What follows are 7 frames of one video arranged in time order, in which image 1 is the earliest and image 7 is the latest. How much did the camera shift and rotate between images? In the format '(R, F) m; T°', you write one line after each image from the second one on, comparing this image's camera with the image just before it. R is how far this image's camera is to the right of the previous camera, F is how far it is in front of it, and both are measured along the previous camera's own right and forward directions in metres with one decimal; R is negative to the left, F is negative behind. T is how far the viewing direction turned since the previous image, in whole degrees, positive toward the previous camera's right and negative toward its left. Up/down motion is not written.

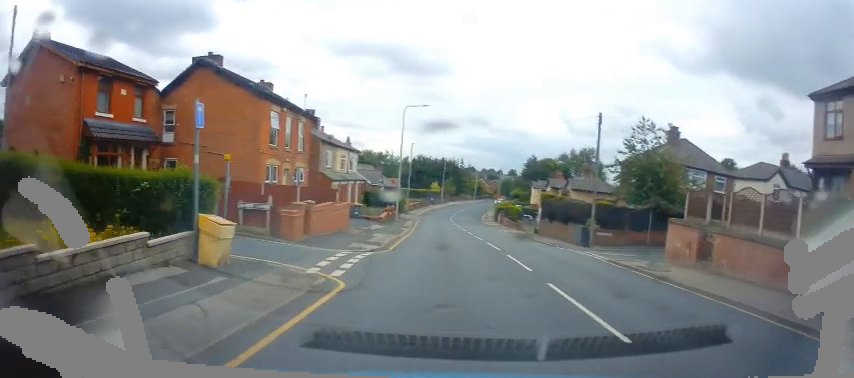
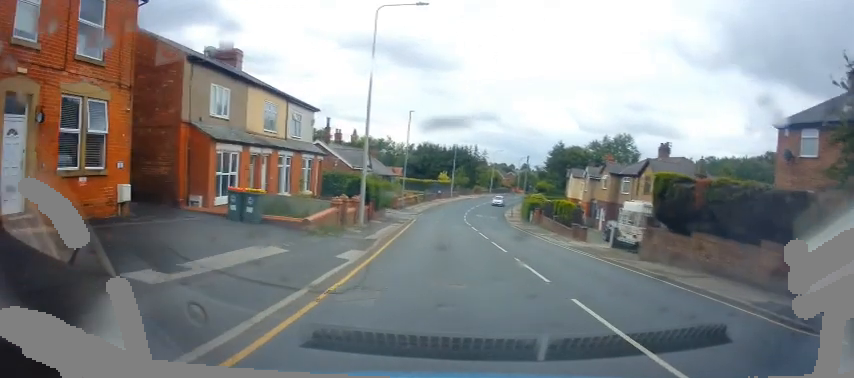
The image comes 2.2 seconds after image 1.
(-0.4, +20.7) m; 0°
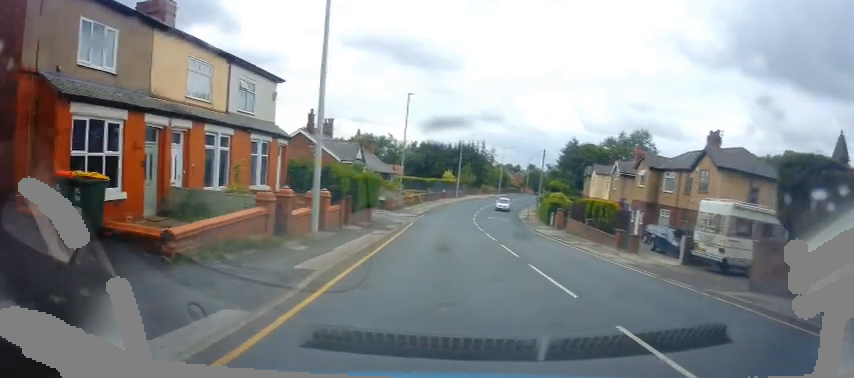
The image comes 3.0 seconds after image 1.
(0.0, +8.0) m; -1°
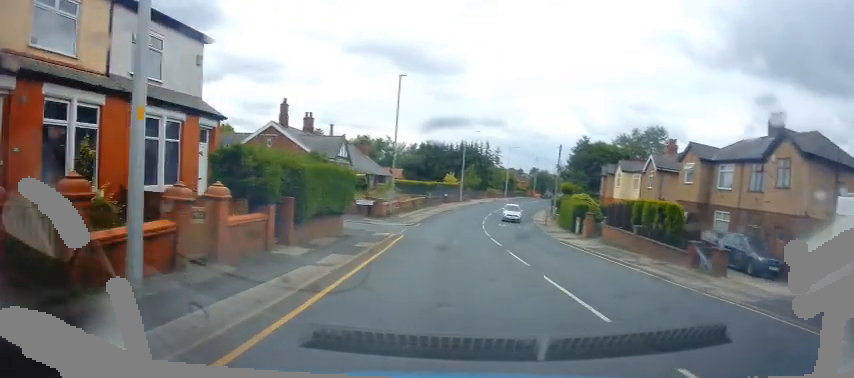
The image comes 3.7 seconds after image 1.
(-0.2, +7.7) m; -1°
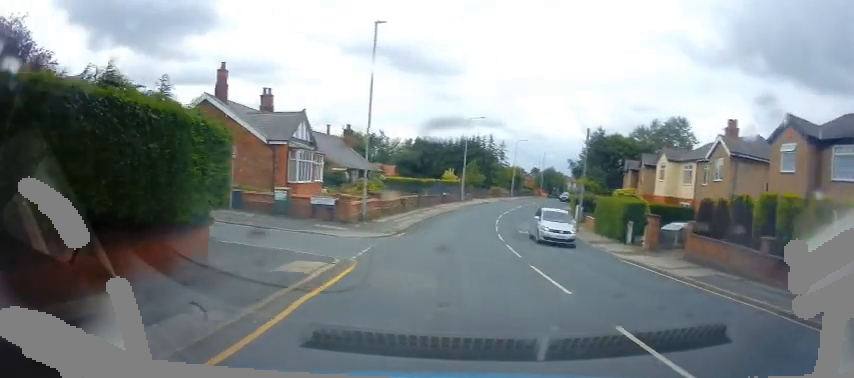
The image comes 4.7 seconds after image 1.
(-0.1, +10.6) m; +2°
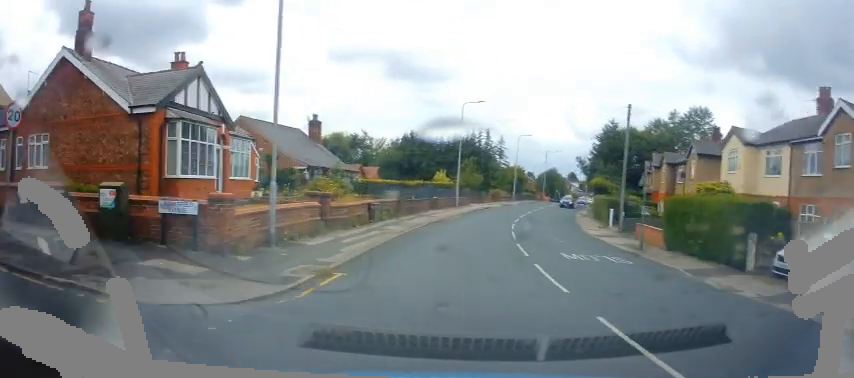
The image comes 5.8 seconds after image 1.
(+0.5, +12.0) m; +2°
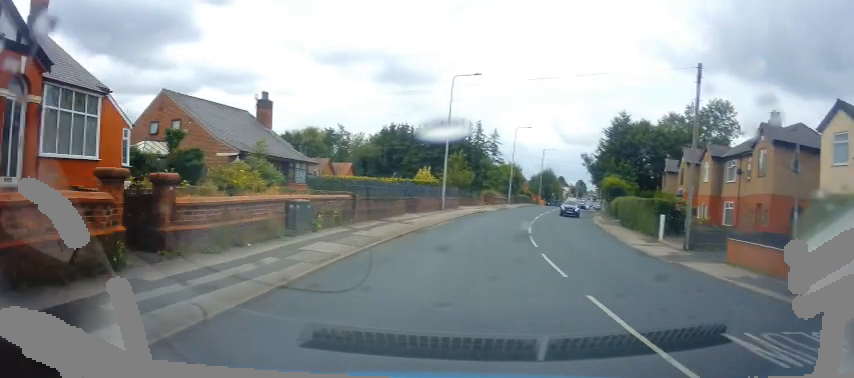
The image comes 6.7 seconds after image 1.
(-0.2, +10.5) m; +2°
